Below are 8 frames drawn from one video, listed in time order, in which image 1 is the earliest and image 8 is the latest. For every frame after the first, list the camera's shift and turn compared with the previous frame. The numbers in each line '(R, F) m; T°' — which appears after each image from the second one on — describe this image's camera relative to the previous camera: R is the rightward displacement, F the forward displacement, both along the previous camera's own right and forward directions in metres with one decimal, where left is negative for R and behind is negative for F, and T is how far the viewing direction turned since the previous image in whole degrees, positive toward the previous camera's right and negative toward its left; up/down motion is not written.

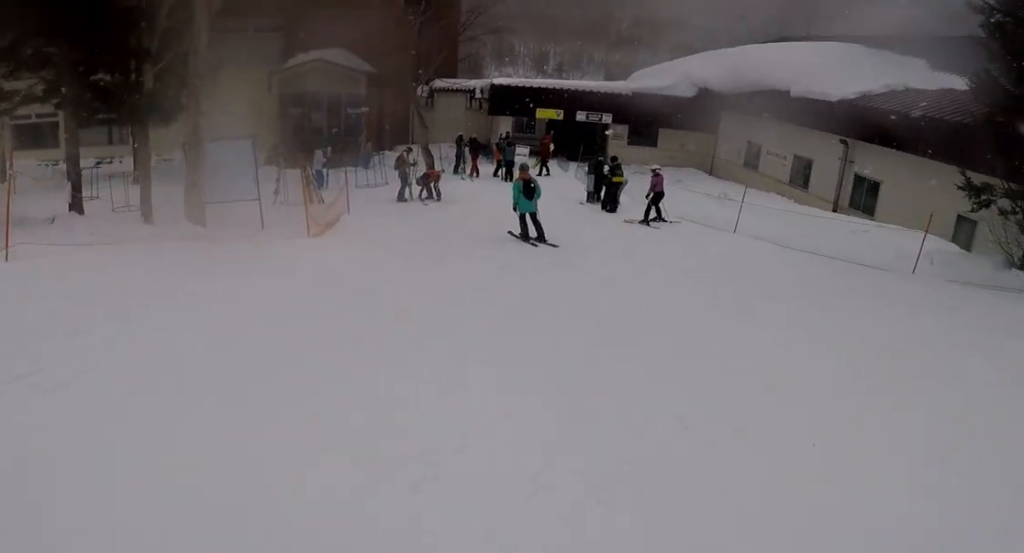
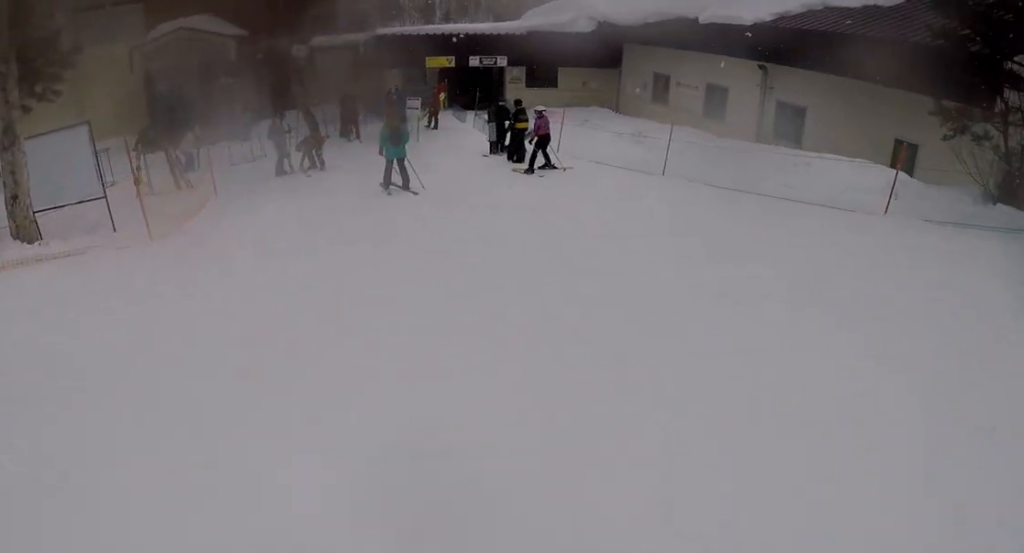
(+0.8, +2.0) m; +6°
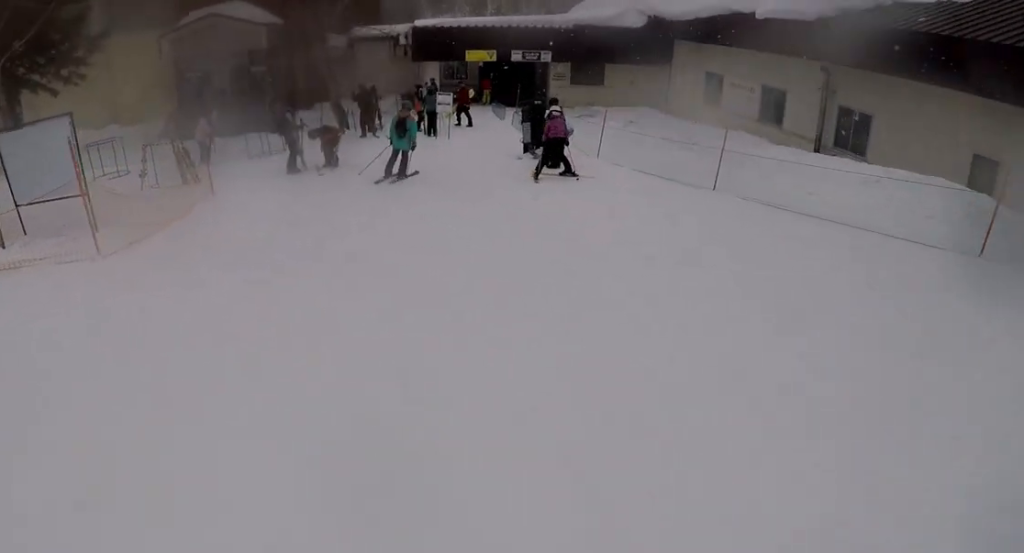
(0.0, +1.9) m; -1°
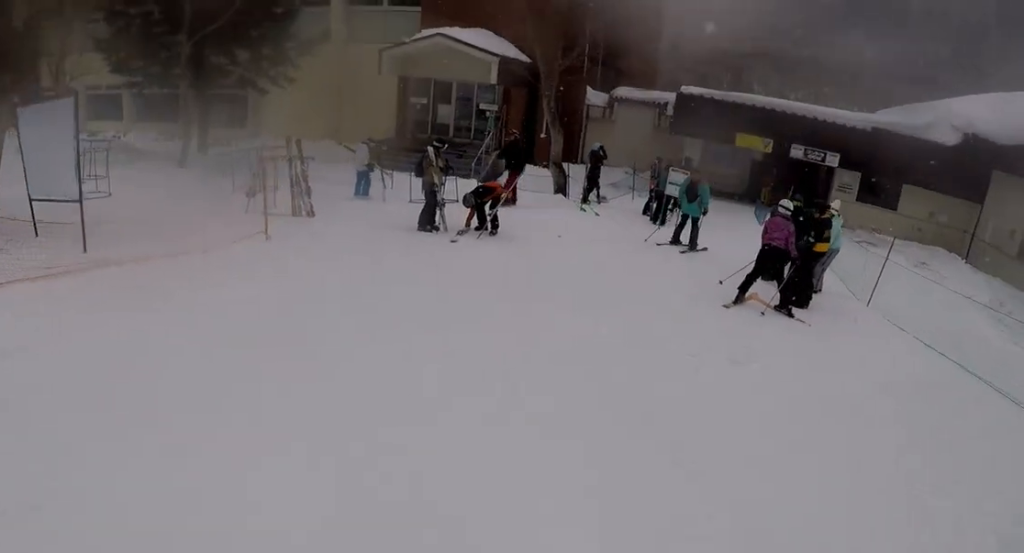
(-0.8, +5.6) m; -7°
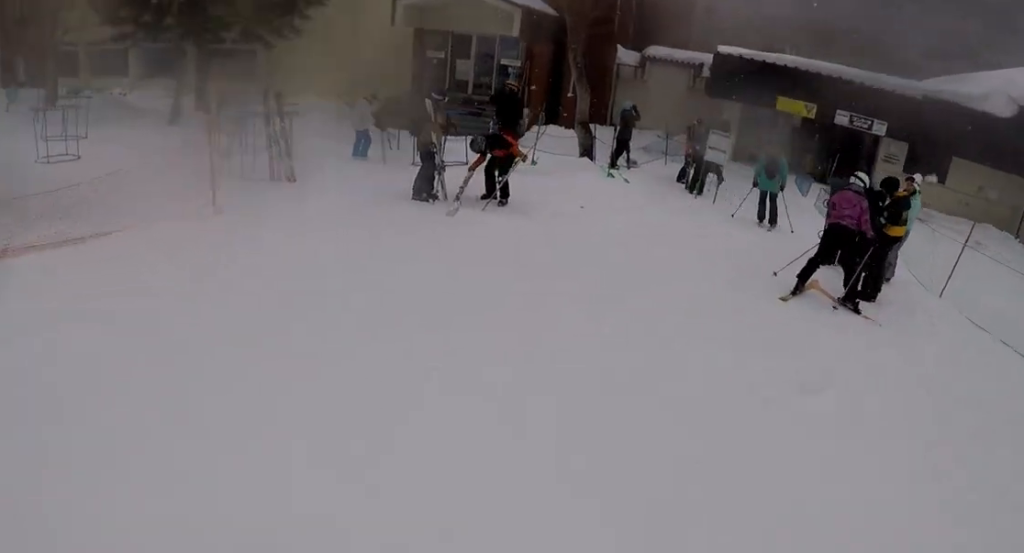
(-0.1, +1.9) m; +1°
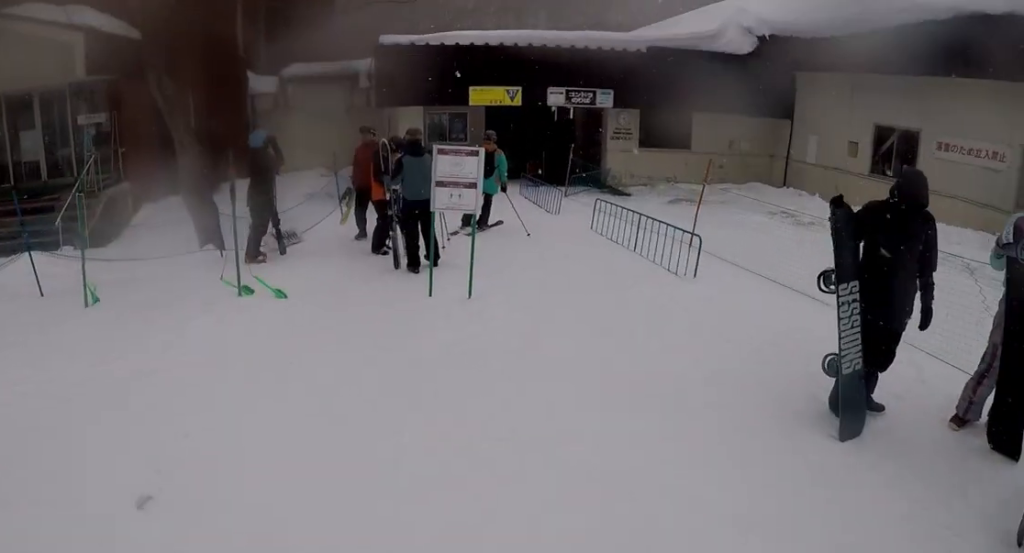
(+1.0, +7.7) m; +7°
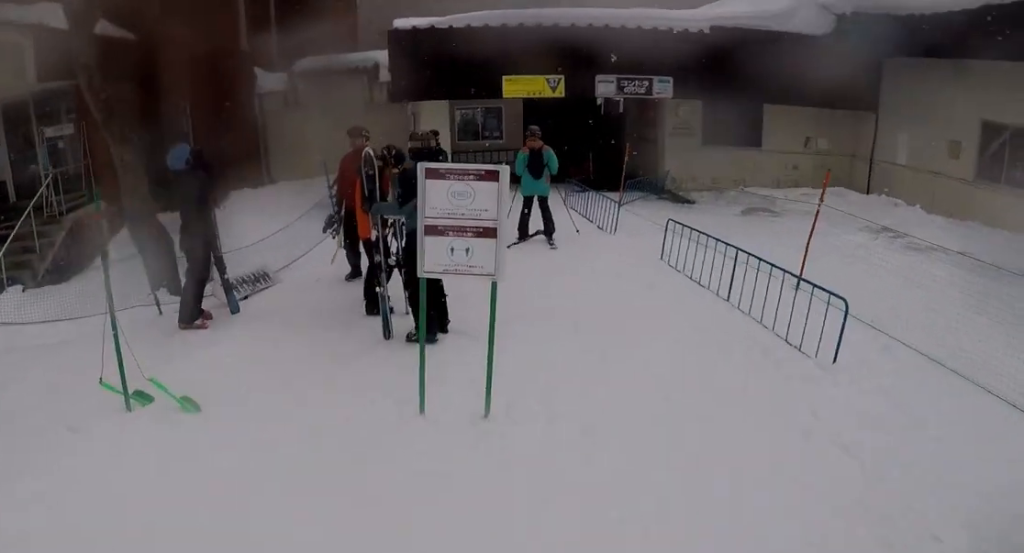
(0.0, +2.7) m; -3°
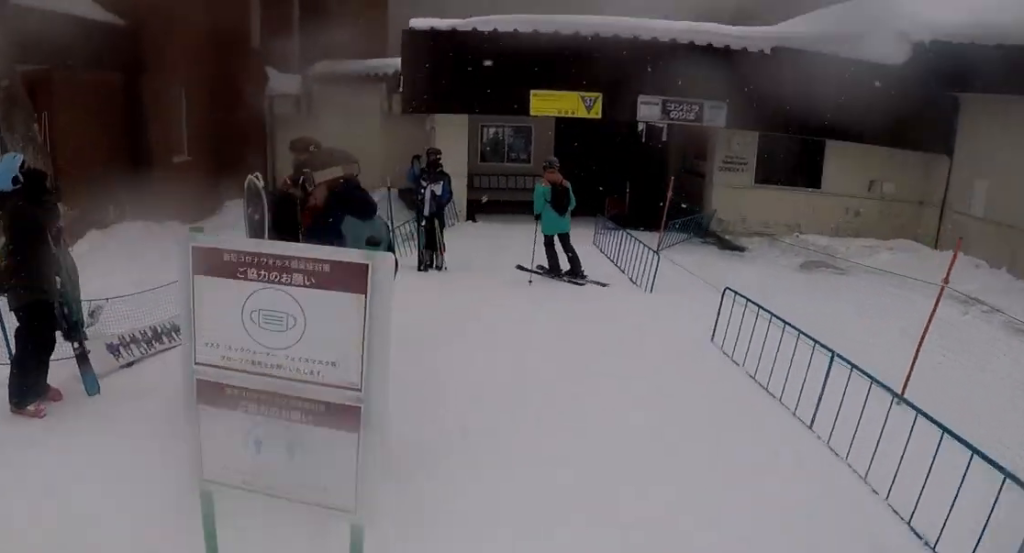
(-0.2, +2.3) m; -5°
